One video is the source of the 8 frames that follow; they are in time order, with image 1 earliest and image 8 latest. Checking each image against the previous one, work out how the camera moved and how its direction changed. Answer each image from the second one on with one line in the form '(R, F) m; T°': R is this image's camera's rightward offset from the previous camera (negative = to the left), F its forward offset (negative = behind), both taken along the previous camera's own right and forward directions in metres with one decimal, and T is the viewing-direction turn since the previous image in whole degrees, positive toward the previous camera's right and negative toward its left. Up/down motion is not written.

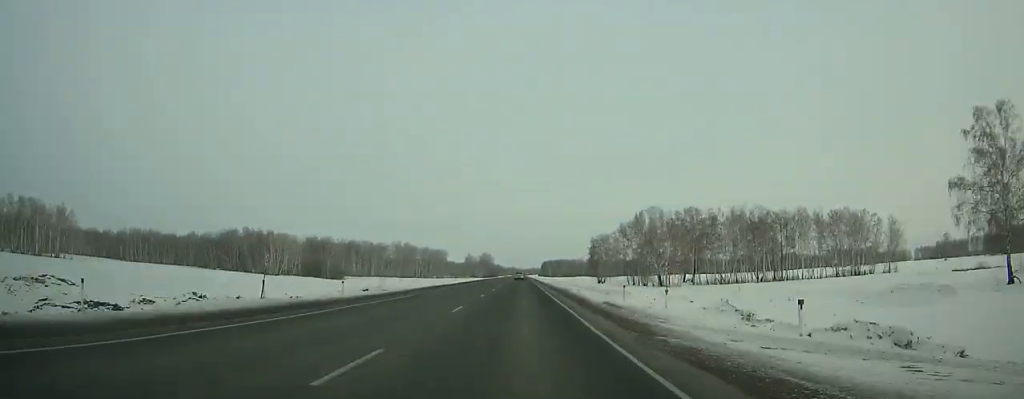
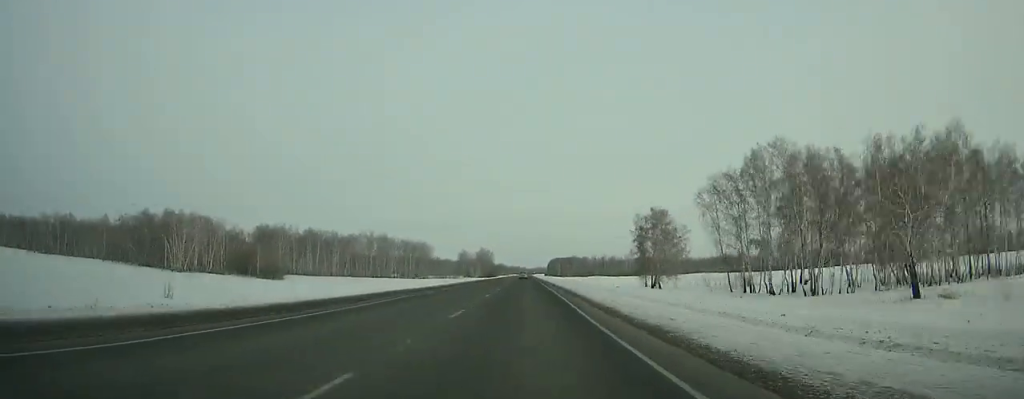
(+0.1, +74.7) m; 0°
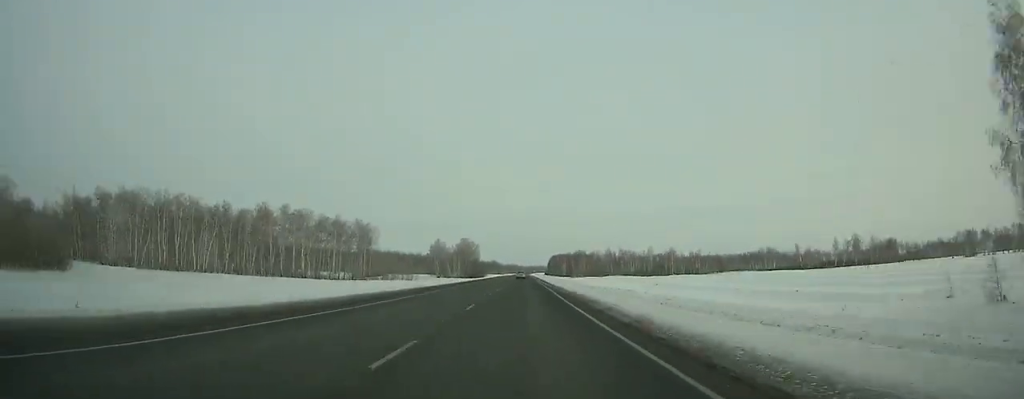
(-0.1, +105.6) m; 0°
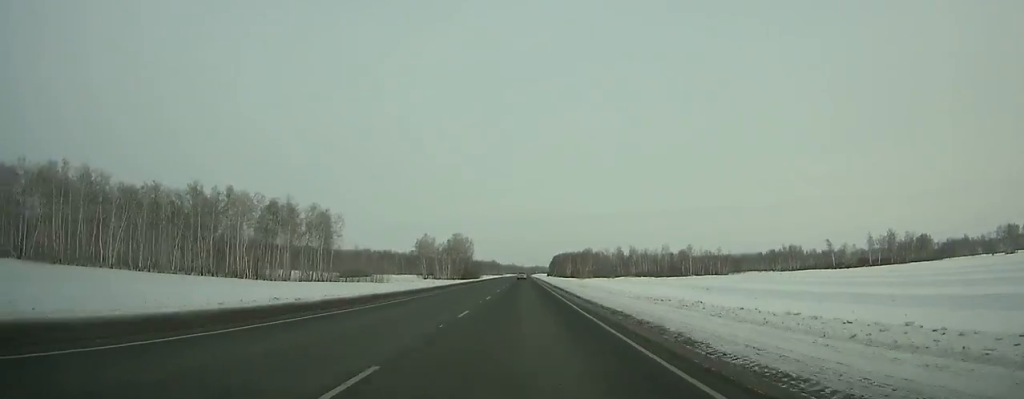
(0.0, +39.1) m; 0°
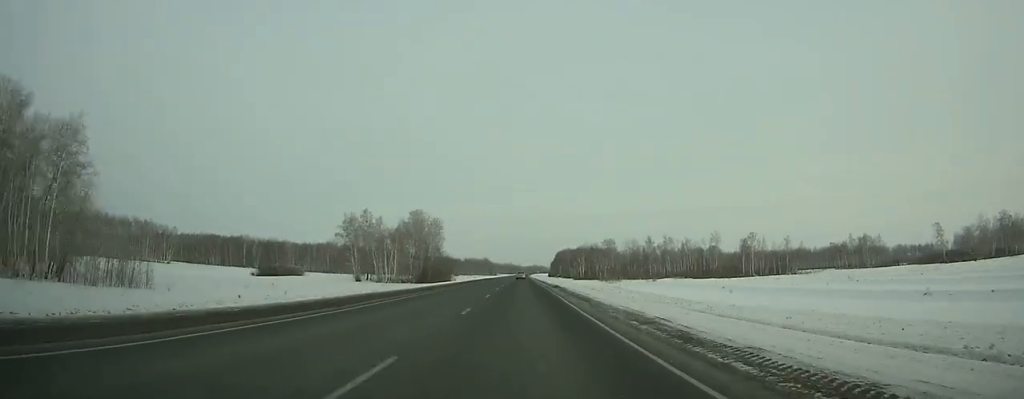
(+0.2, +95.2) m; 0°
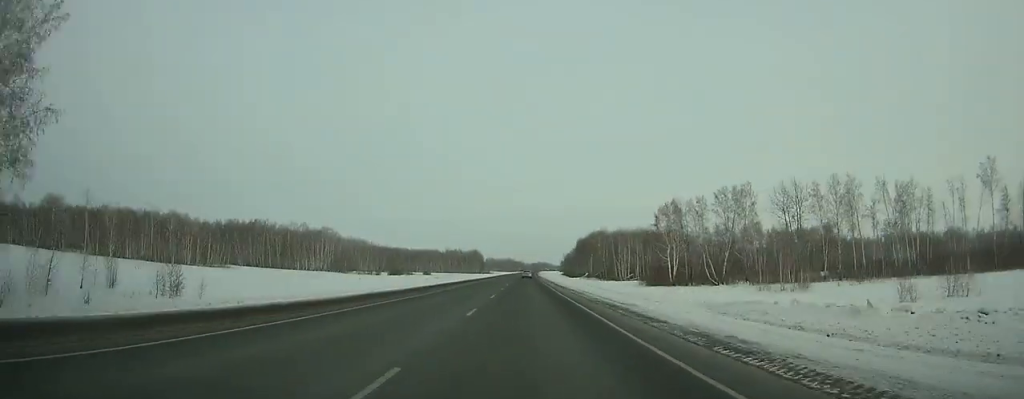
(-0.3, +158.2) m; 0°
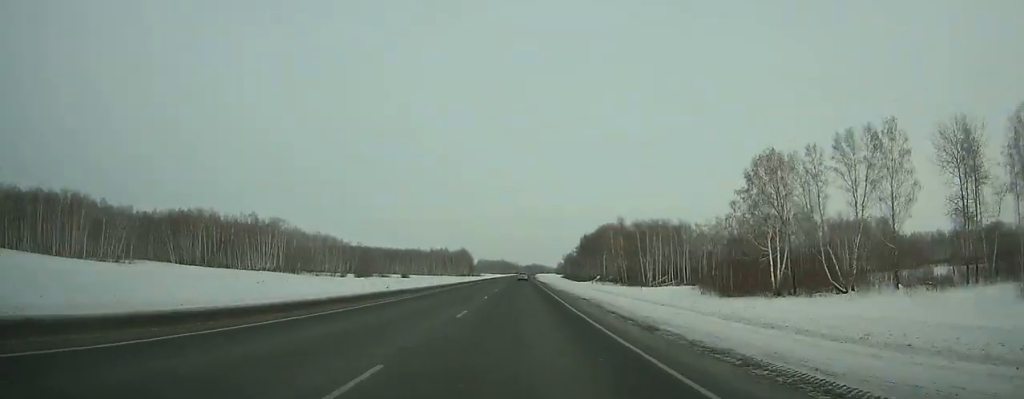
(+0.2, +48.5) m; 0°
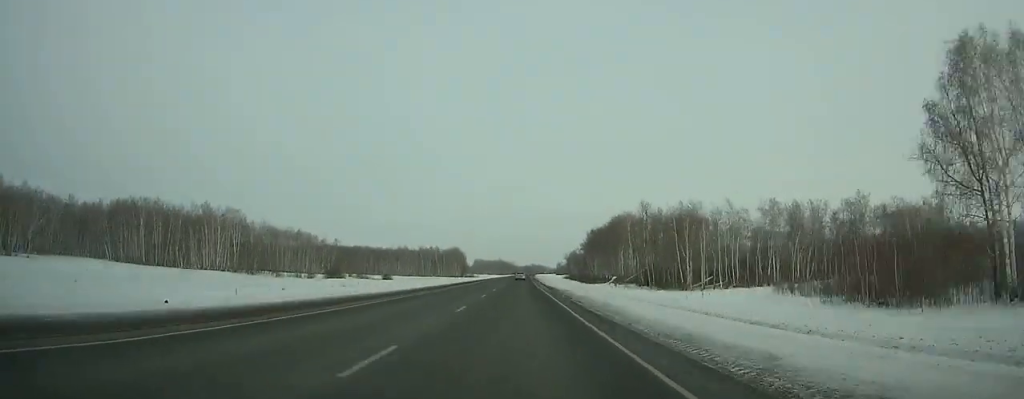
(+0.1, +34.2) m; 0°
